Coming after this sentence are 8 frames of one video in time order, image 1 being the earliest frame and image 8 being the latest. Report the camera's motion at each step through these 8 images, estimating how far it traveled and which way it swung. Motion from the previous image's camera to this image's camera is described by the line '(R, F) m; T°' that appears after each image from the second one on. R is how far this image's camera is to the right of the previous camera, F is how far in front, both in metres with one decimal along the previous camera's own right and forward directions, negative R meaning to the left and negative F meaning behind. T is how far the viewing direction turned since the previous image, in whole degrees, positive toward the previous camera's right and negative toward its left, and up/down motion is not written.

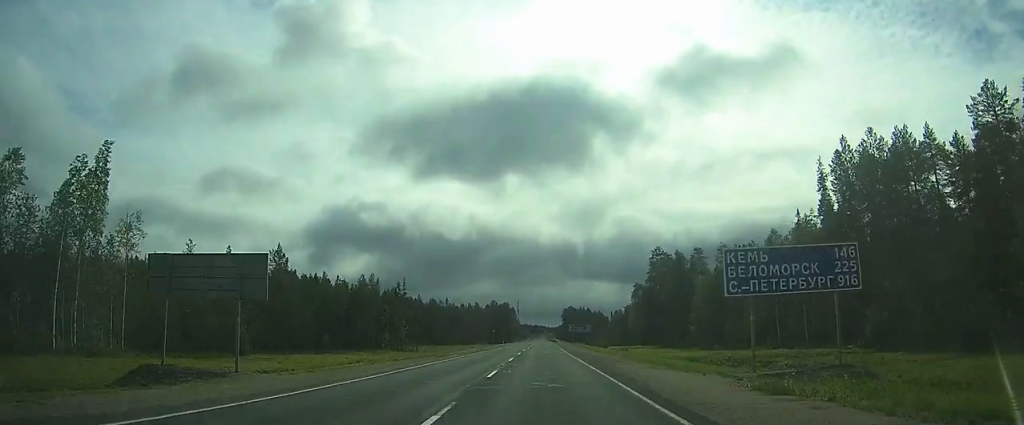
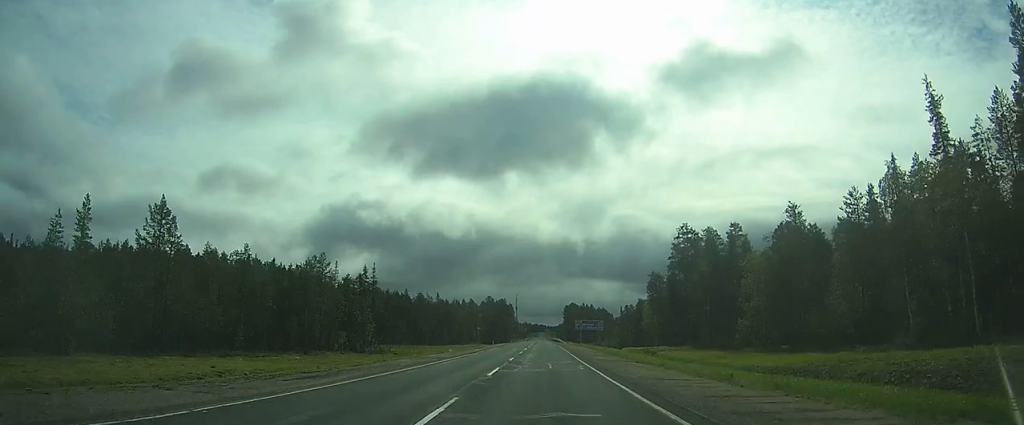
(0.0, +23.4) m; 0°
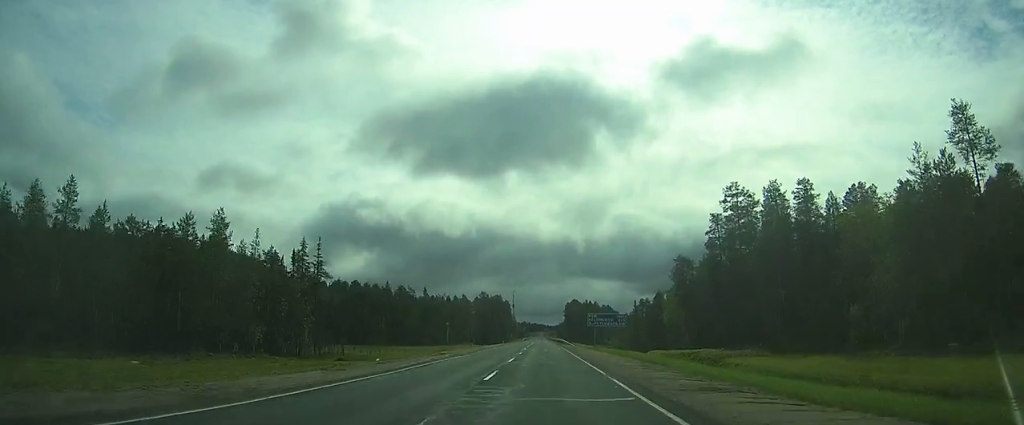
(+0.1, +26.4) m; 0°
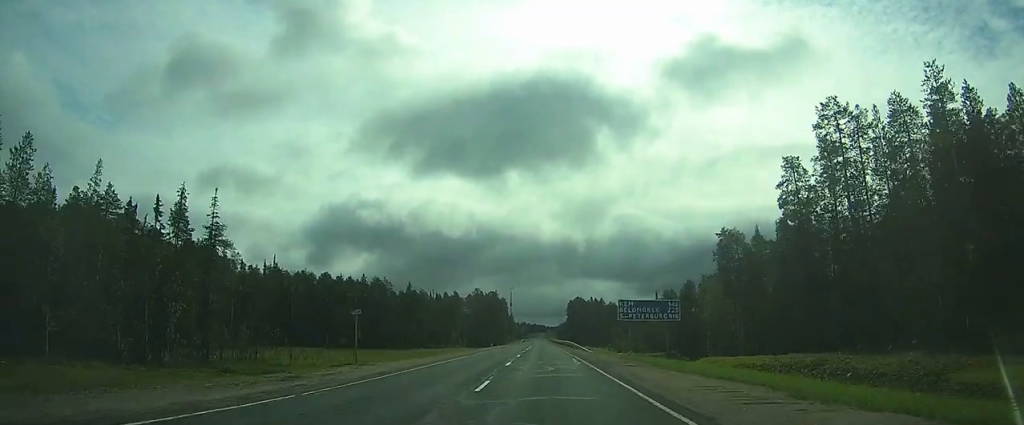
(+0.1, +26.9) m; 0°
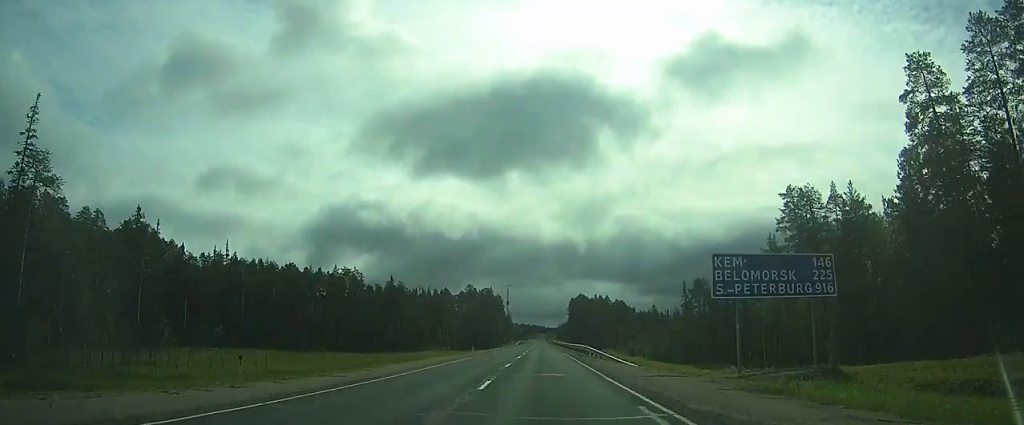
(-0.1, +22.8) m; 0°
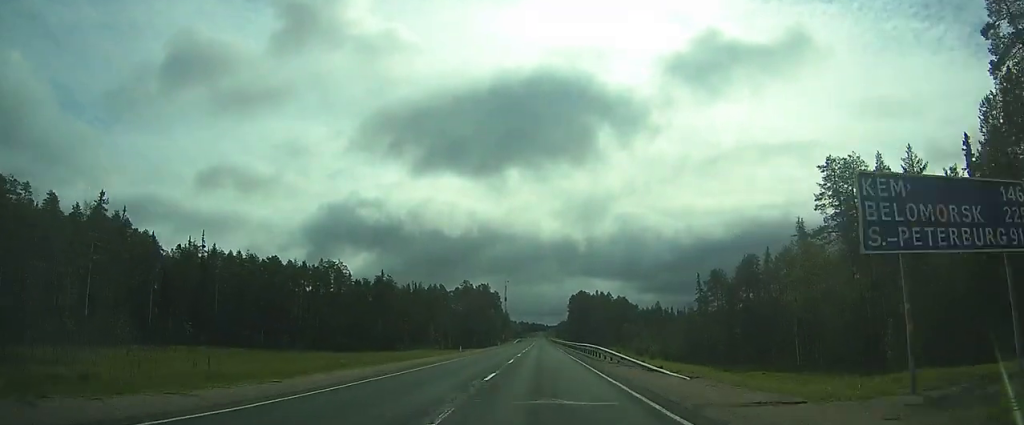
(0.0, +9.0) m; 0°
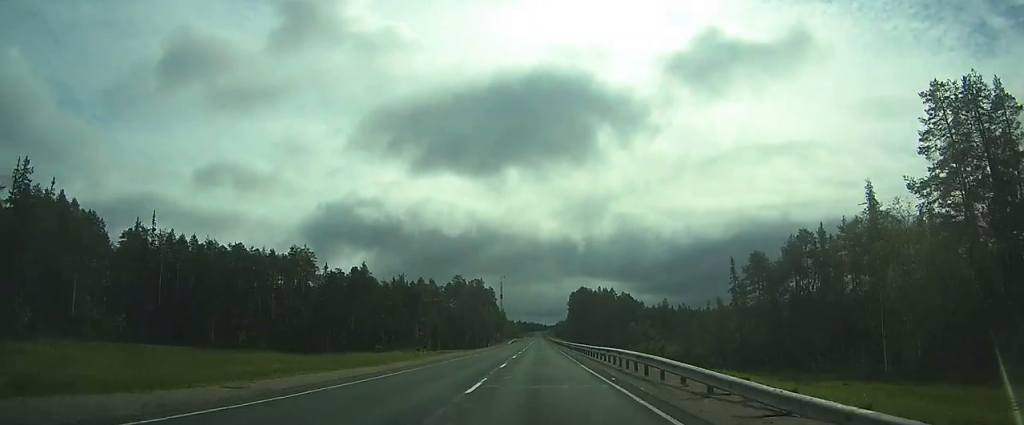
(0.0, +15.7) m; 0°
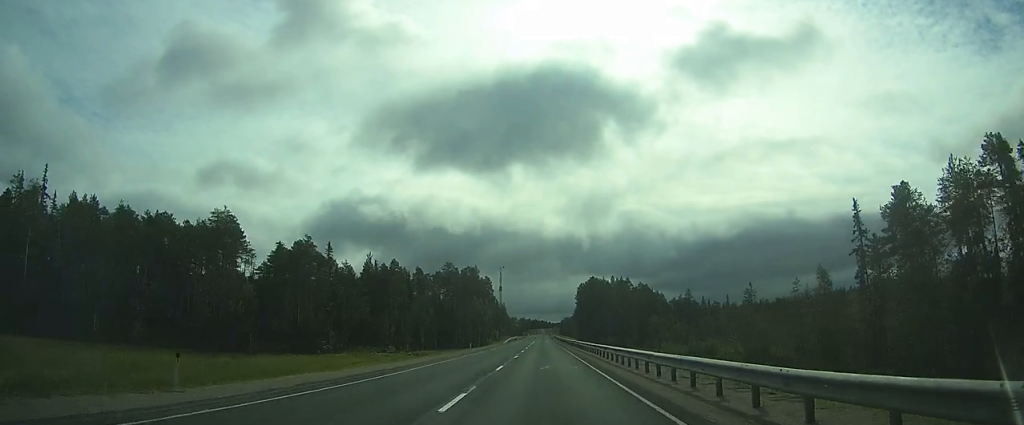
(0.0, +26.5) m; +1°
